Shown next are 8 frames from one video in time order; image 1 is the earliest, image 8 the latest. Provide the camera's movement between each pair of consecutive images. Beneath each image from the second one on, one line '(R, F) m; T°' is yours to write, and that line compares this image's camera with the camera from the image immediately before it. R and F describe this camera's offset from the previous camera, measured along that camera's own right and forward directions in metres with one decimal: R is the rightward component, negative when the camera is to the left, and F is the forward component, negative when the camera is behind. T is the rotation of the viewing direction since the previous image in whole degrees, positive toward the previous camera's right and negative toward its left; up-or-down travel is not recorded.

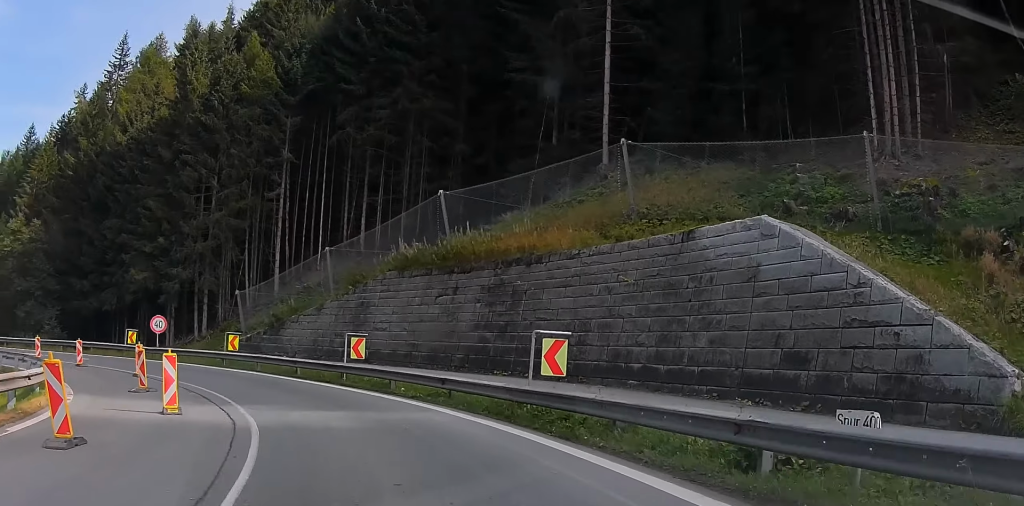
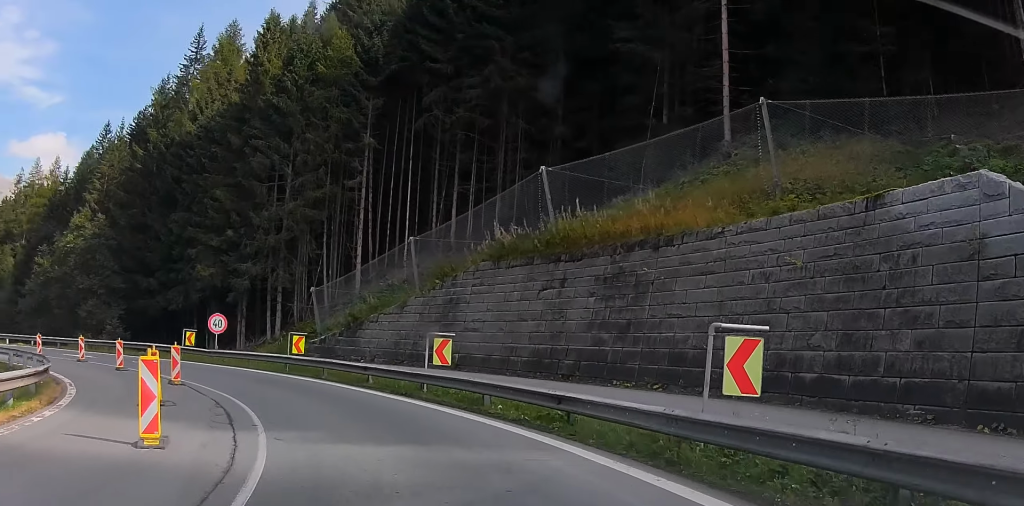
(+0.4, +5.6) m; -2°
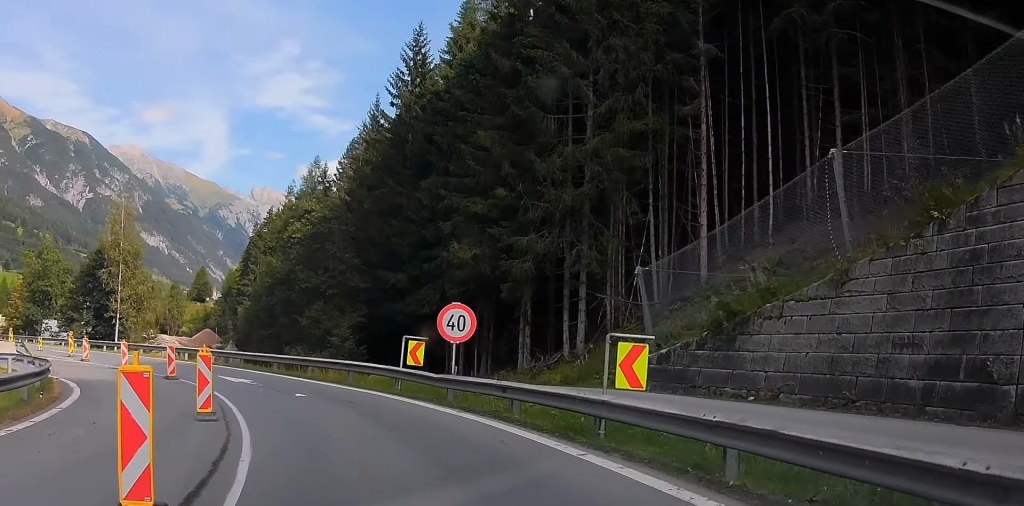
(-4.4, +18.1) m; -36°
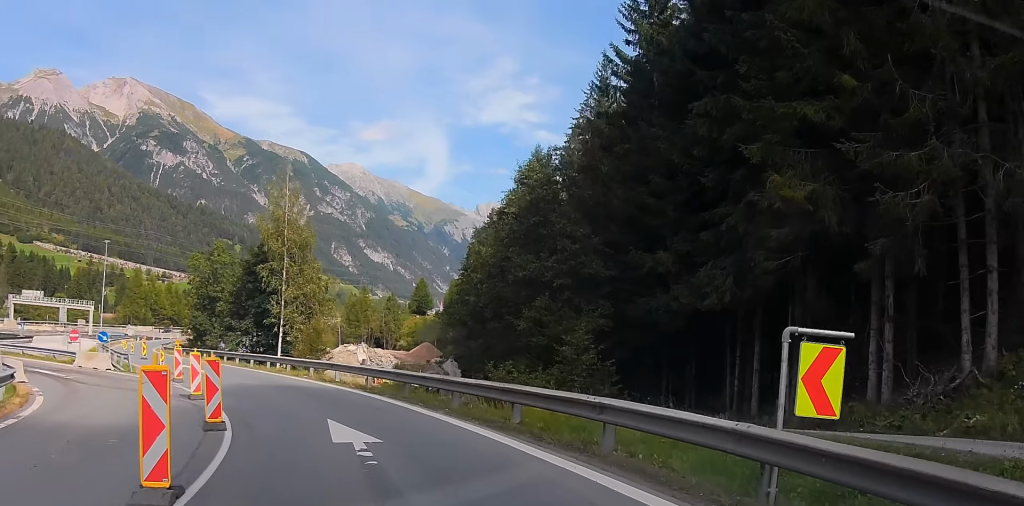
(-2.5, +14.9) m; -10°
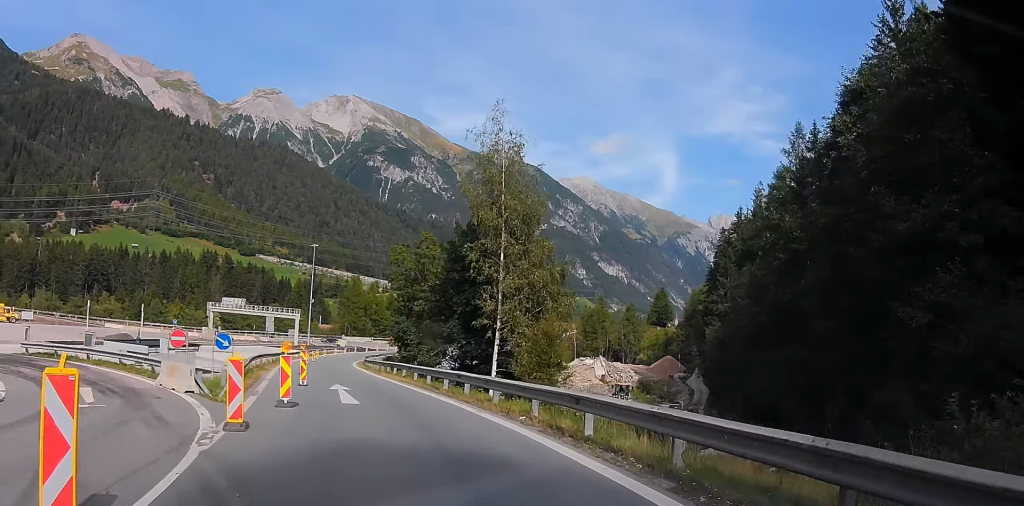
(-1.9, +15.1) m; -22°
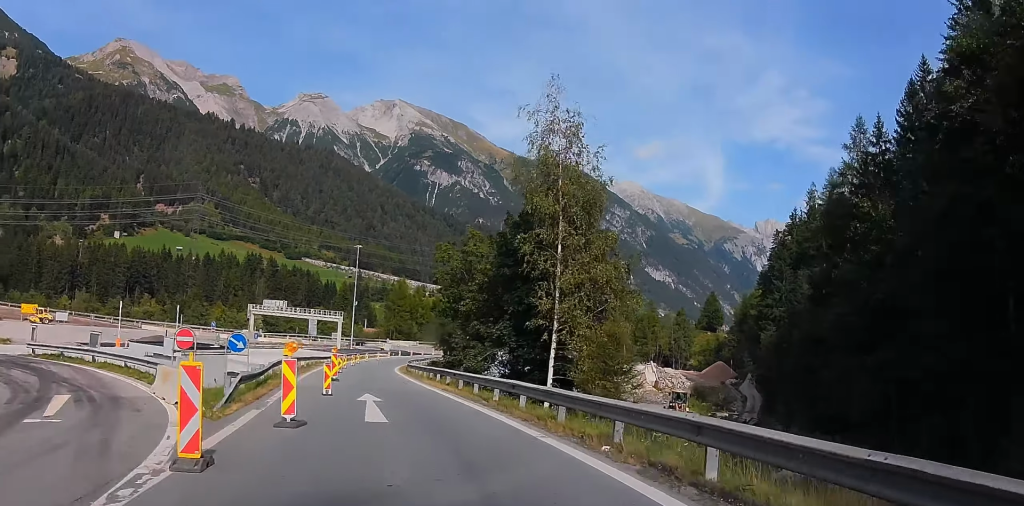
(+0.1, +4.3) m; -9°
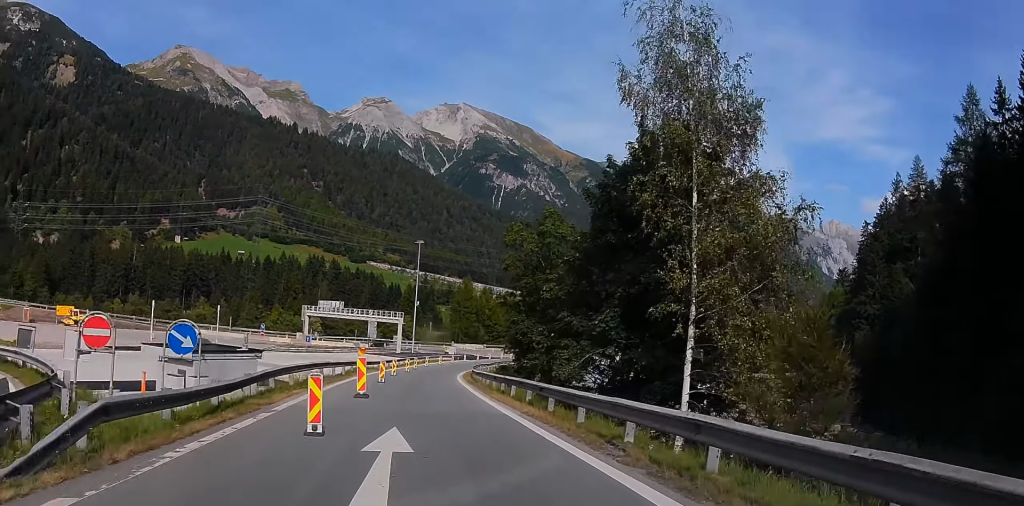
(-2.2, +11.1) m; -6°
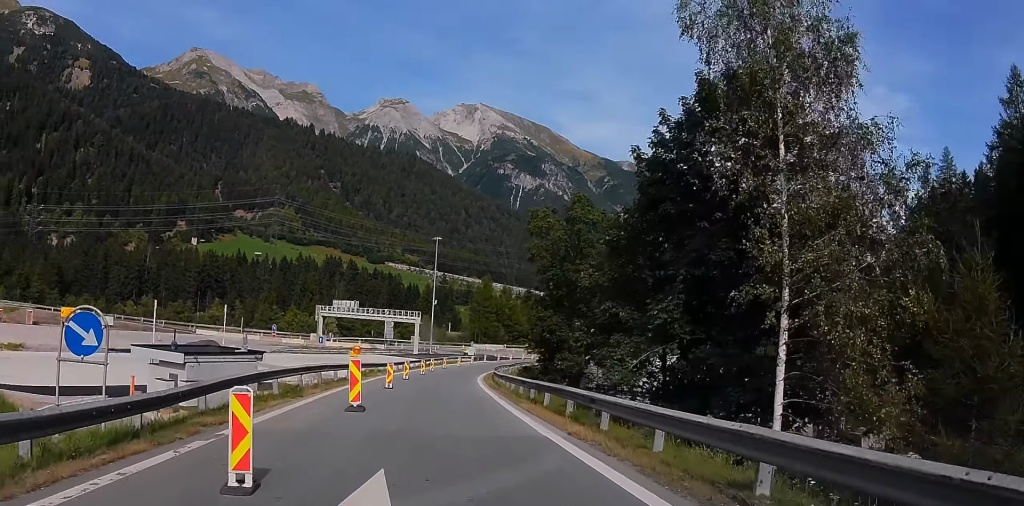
(+0.1, +5.4) m; -1°
